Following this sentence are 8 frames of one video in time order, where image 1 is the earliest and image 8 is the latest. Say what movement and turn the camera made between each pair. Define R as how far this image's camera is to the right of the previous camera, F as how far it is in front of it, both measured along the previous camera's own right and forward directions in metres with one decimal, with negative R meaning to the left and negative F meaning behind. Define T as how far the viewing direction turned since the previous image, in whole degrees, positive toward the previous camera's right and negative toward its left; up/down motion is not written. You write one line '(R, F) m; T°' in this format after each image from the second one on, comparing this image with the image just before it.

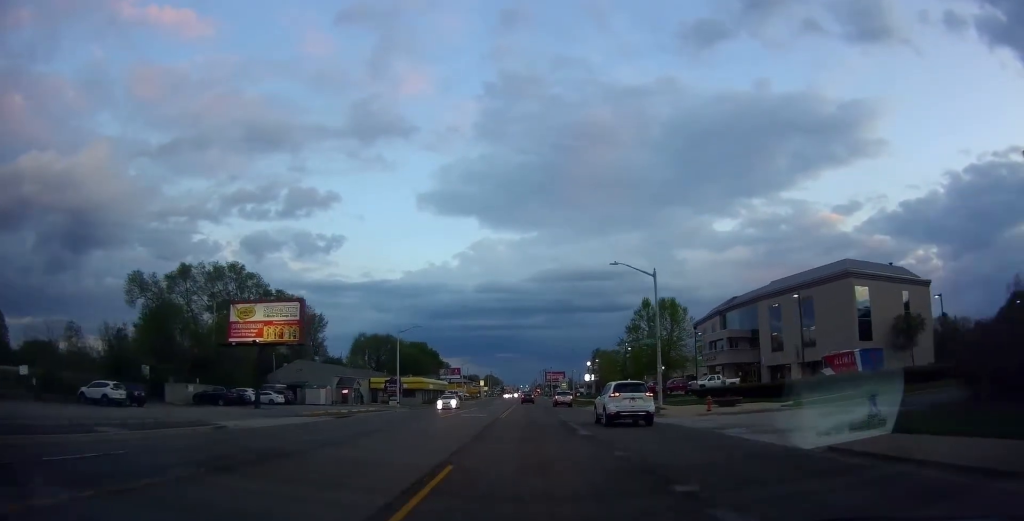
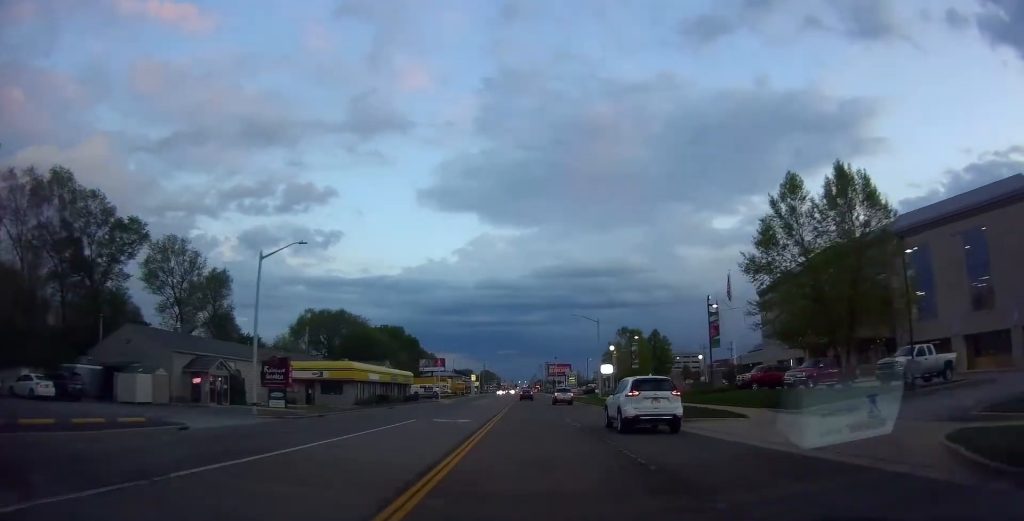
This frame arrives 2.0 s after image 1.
(+0.6, +36.2) m; 0°
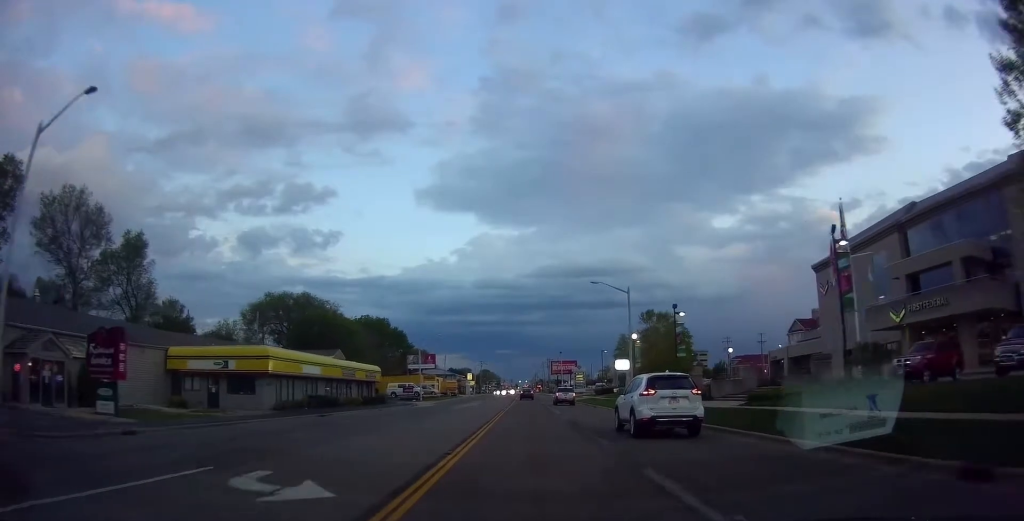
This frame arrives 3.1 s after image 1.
(0.0, +19.1) m; +1°
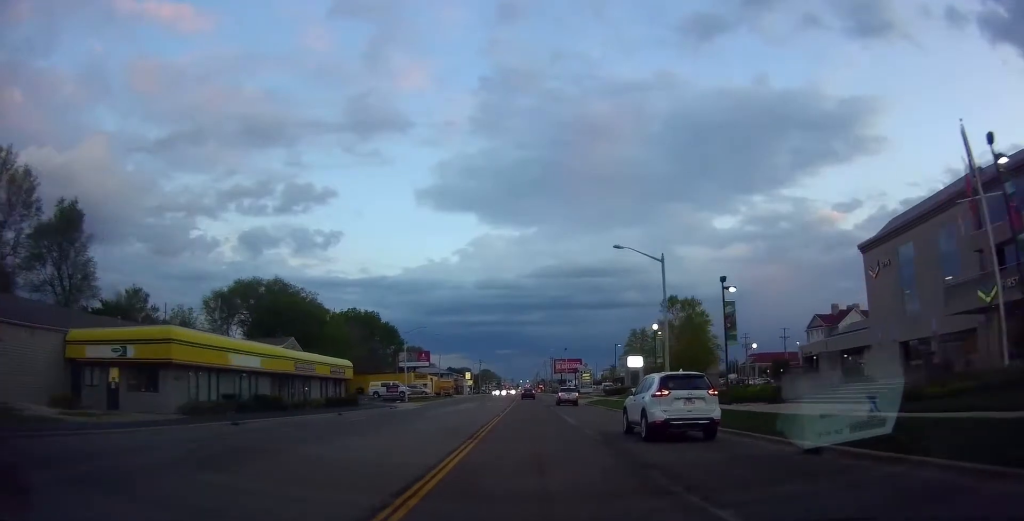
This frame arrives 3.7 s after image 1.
(+0.4, +10.7) m; +1°
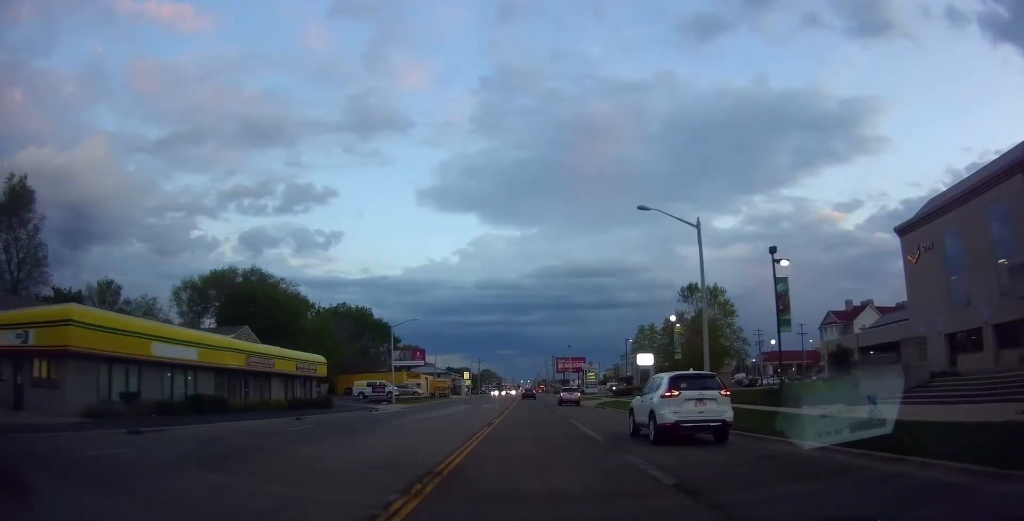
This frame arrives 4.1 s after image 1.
(-0.1, +7.6) m; -2°
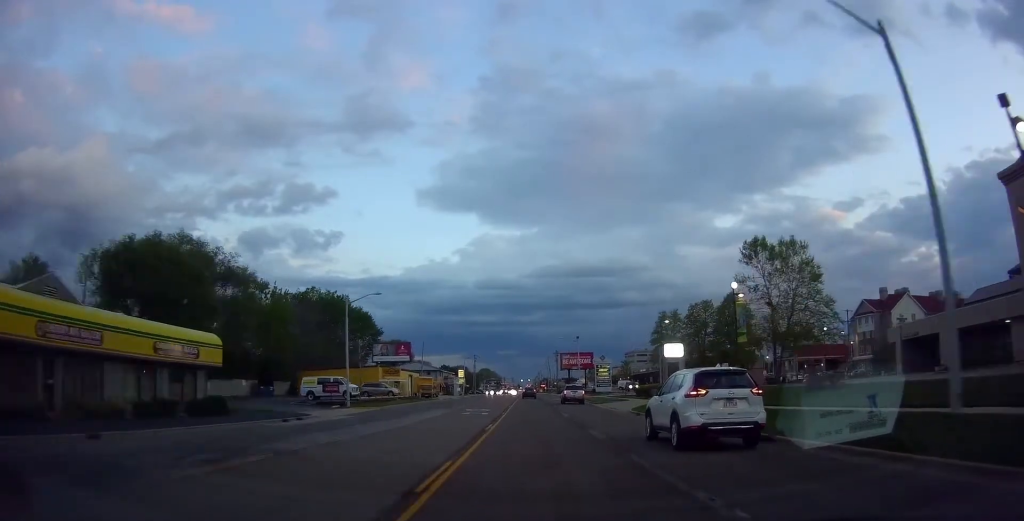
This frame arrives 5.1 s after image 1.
(-0.6, +16.9) m; -1°
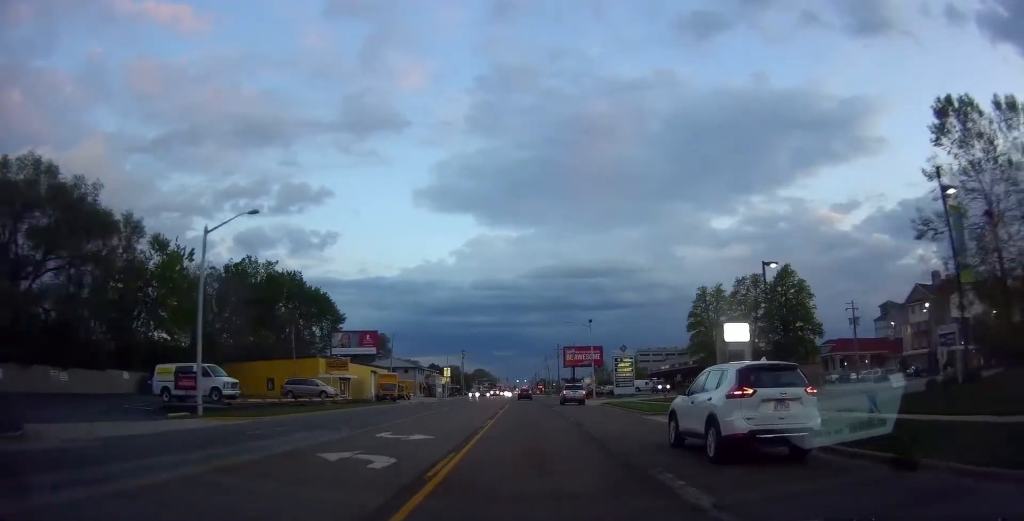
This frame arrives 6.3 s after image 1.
(+0.7, +22.1) m; +1°
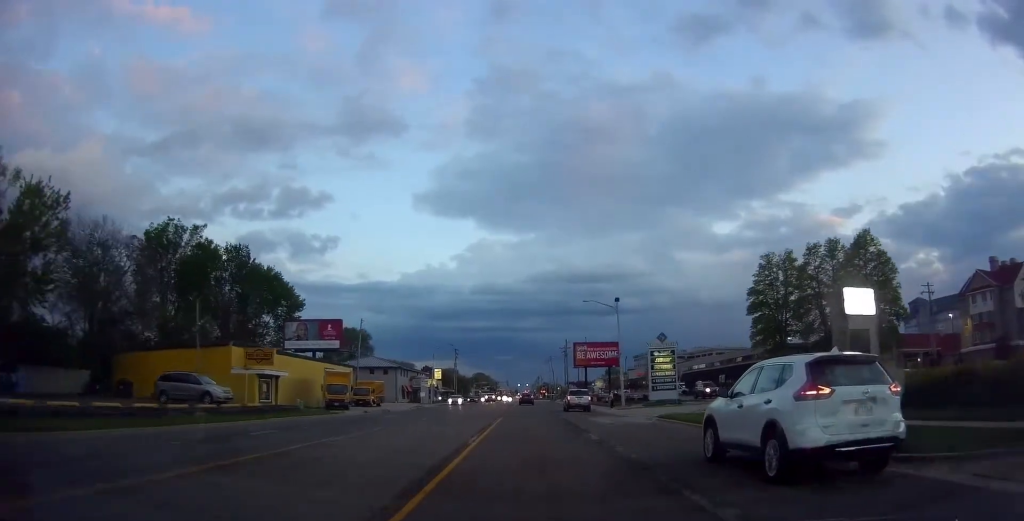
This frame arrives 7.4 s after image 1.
(-0.9, +19.4) m; 0°
